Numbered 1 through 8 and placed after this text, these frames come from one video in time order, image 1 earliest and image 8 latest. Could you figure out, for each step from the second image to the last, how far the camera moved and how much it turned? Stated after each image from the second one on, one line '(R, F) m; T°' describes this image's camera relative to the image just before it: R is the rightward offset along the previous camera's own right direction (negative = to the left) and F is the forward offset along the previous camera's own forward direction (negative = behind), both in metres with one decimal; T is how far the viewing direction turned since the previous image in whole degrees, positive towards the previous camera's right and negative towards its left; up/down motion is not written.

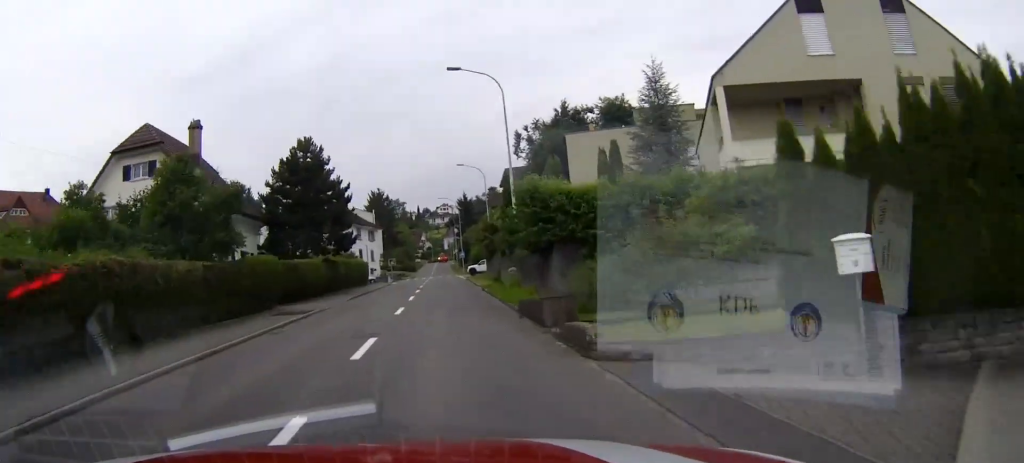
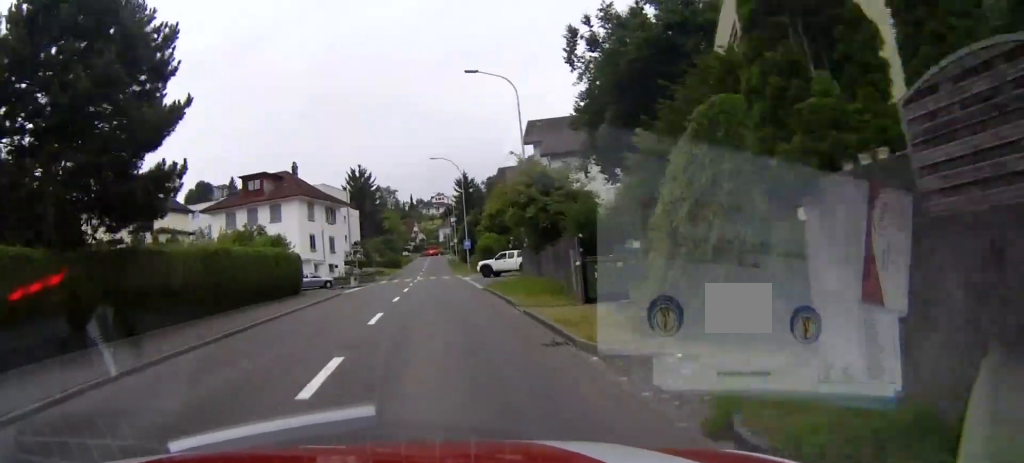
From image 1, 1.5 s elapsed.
(0.0, +30.6) m; 0°
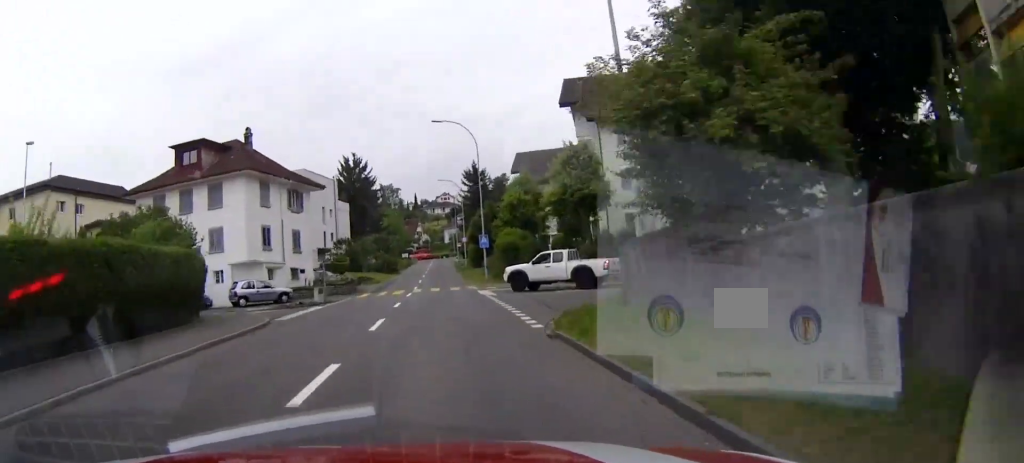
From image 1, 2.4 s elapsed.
(0.0, +18.1) m; 0°
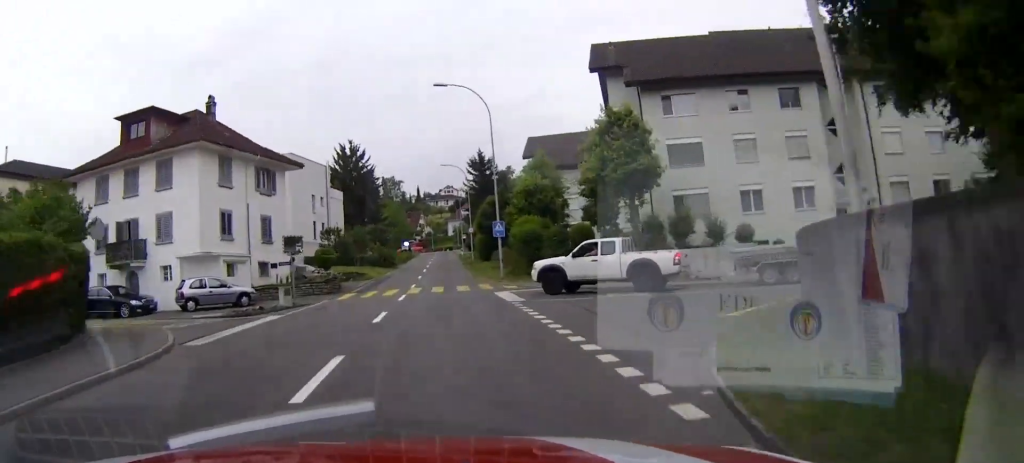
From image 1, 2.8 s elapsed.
(0.0, +9.1) m; 0°
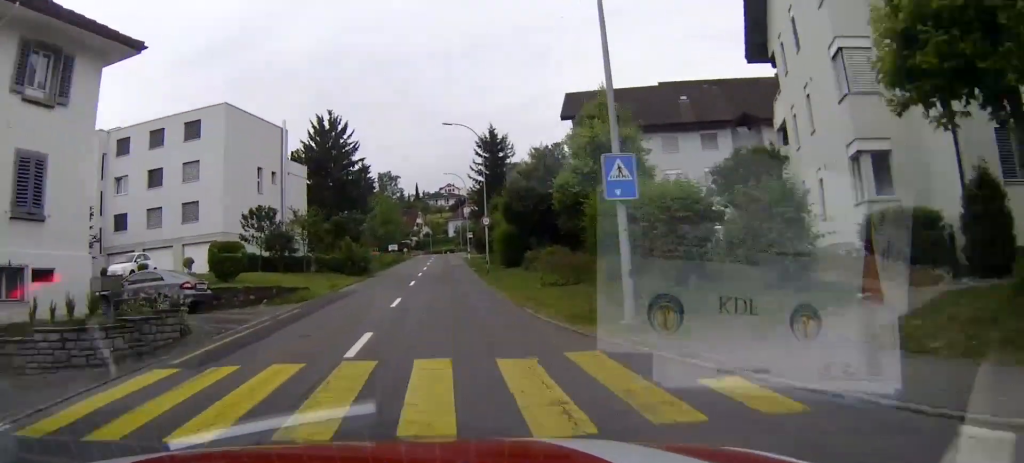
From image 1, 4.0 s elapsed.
(-0.1, +23.2) m; 0°
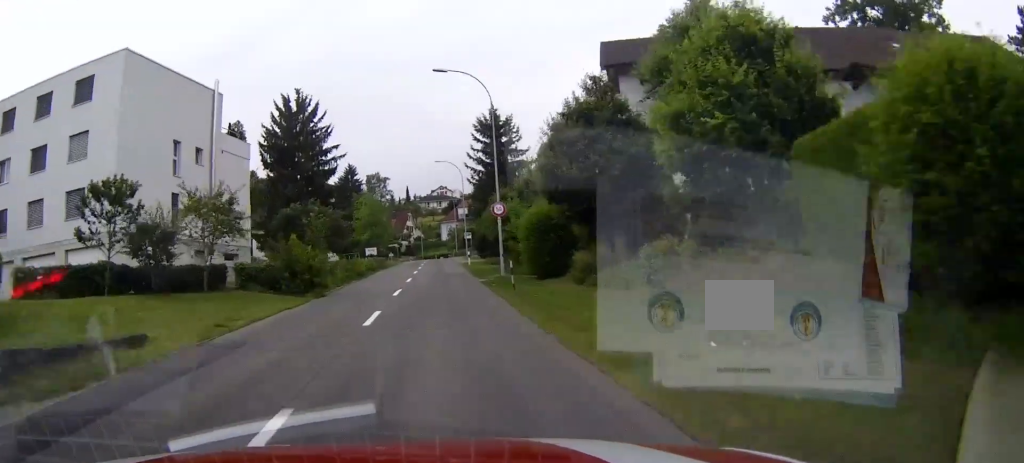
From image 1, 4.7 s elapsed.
(0.0, +15.6) m; 0°
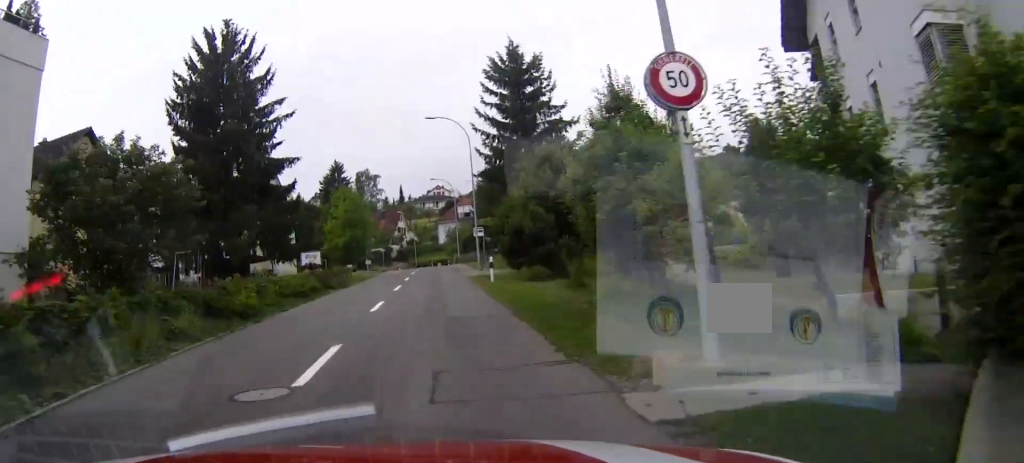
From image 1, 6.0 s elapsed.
(+0.1, +24.6) m; +1°
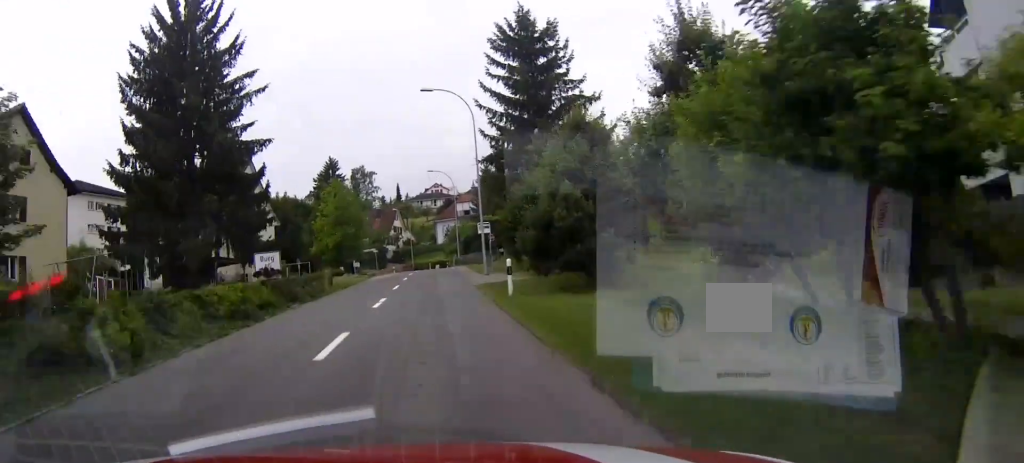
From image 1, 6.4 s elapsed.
(+0.1, +7.6) m; 0°
